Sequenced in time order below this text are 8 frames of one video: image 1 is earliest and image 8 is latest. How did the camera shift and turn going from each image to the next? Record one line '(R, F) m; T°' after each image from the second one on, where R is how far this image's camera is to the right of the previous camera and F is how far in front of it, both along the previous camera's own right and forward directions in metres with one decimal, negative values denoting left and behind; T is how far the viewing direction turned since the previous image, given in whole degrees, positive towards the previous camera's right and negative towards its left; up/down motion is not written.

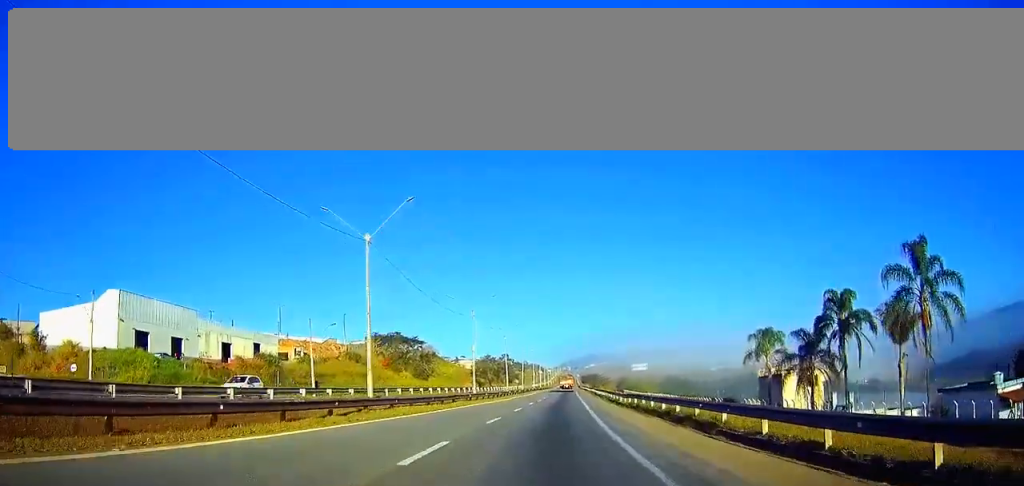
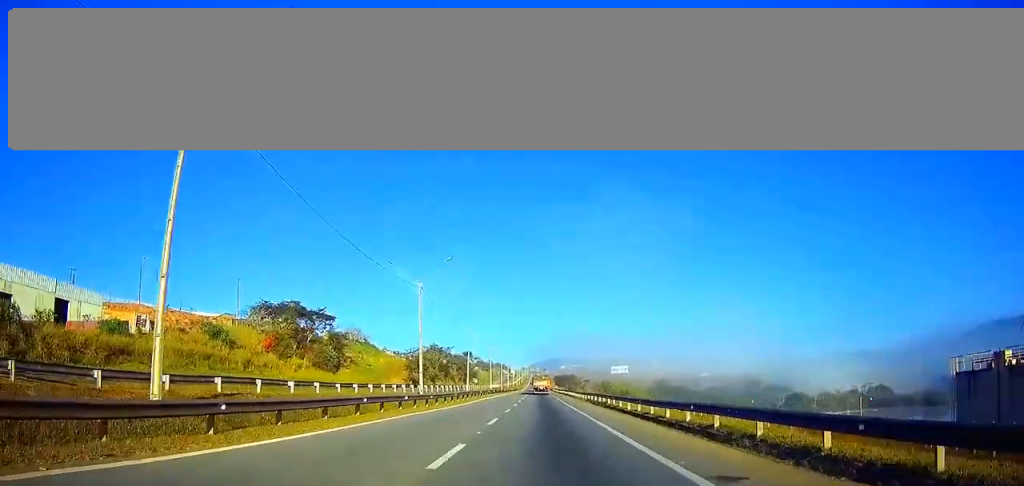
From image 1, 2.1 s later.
(+2.5, +60.1) m; +3°
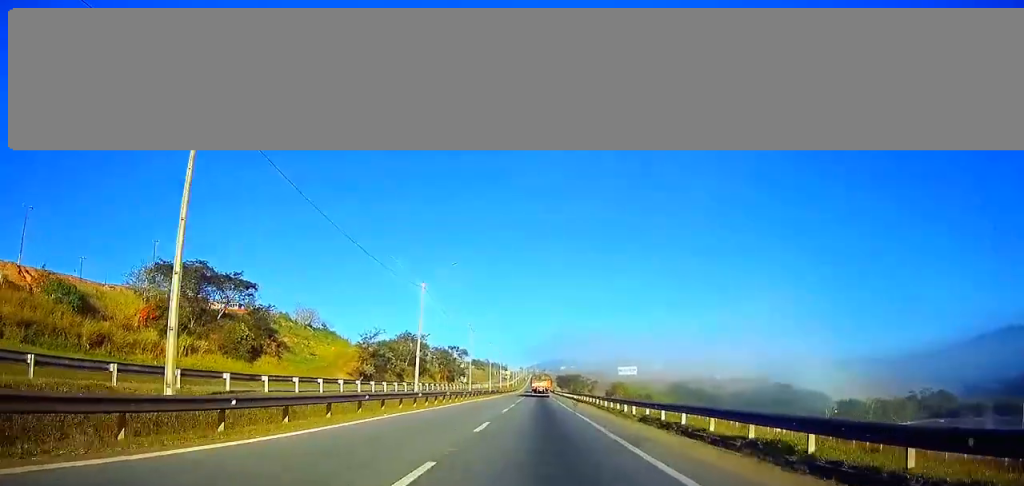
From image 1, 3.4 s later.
(-0.1, +39.4) m; 0°
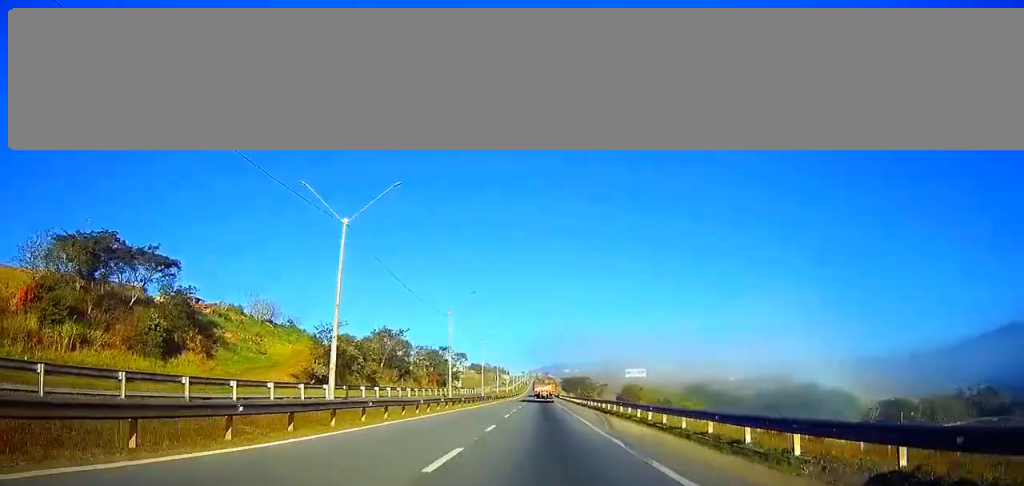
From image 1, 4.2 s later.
(0.0, +23.8) m; 0°
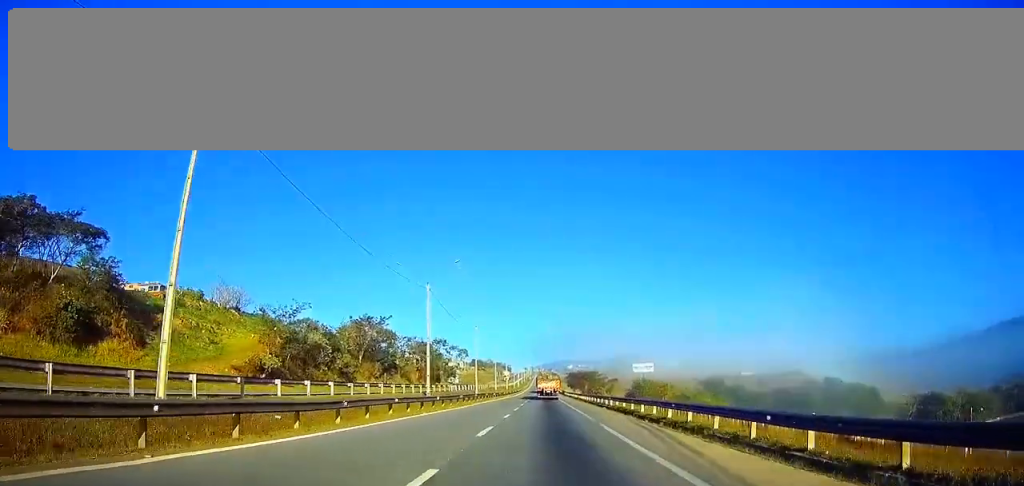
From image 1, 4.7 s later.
(-0.1, +15.9) m; 0°
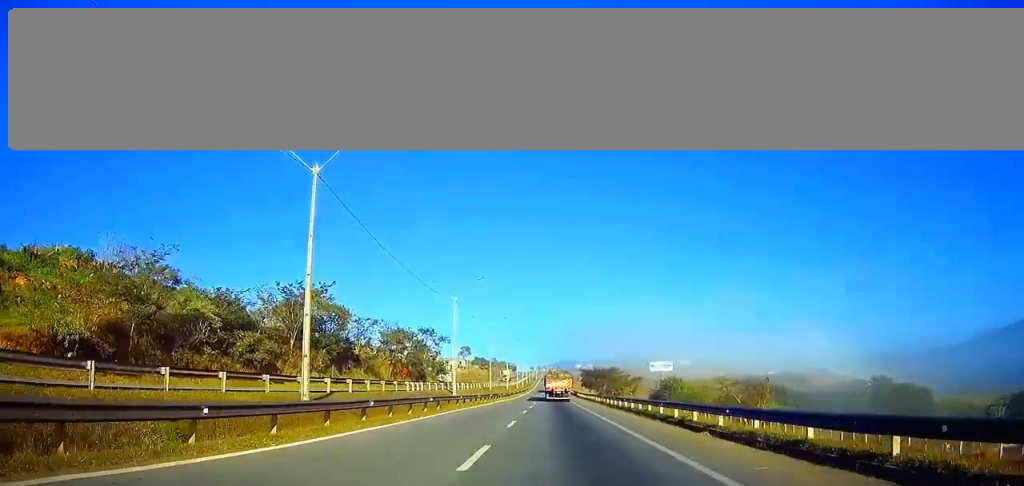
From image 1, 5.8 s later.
(0.0, +31.0) m; -1°
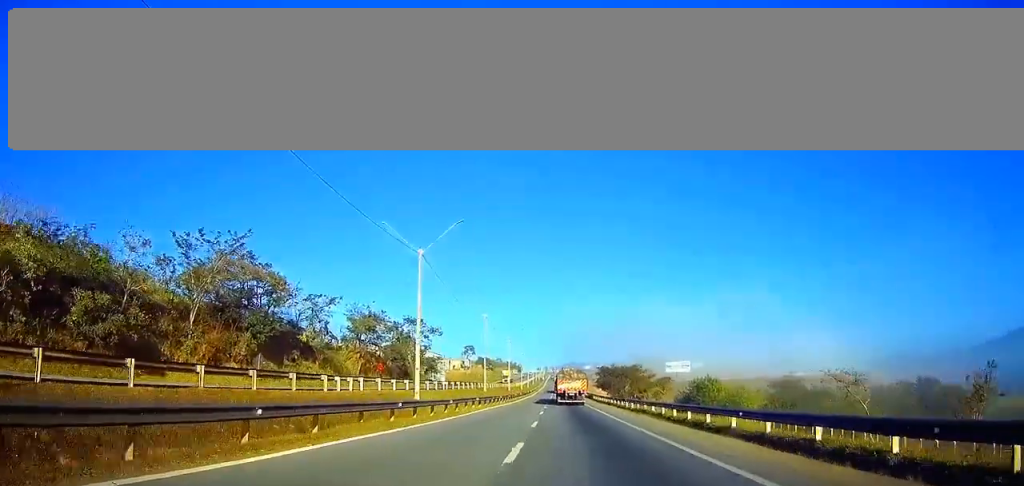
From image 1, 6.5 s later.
(-0.2, +23.1) m; -1°
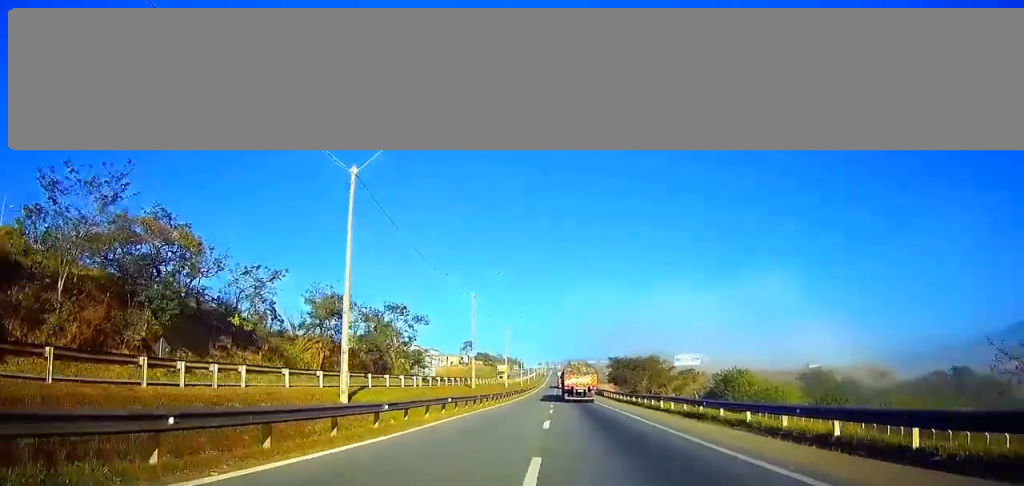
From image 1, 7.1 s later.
(-0.1, +16.0) m; 0°
